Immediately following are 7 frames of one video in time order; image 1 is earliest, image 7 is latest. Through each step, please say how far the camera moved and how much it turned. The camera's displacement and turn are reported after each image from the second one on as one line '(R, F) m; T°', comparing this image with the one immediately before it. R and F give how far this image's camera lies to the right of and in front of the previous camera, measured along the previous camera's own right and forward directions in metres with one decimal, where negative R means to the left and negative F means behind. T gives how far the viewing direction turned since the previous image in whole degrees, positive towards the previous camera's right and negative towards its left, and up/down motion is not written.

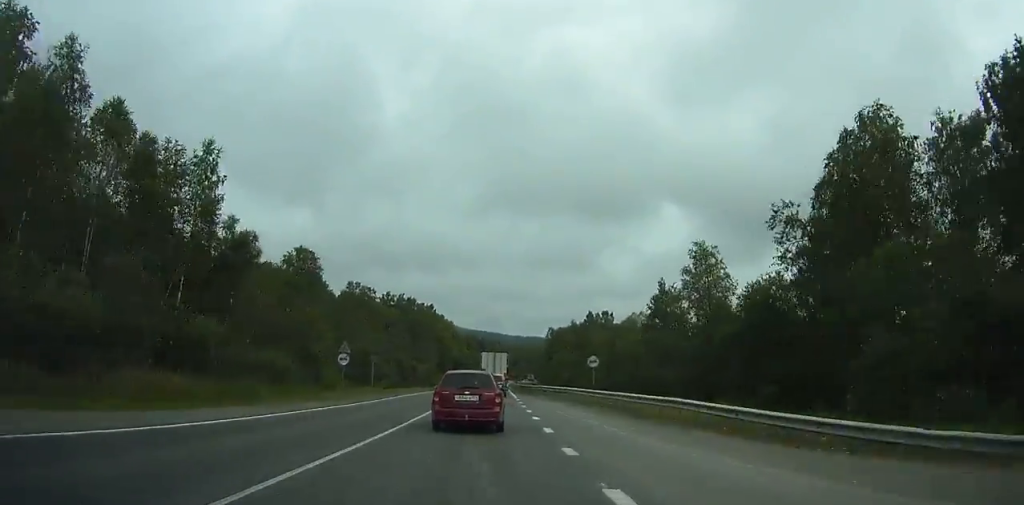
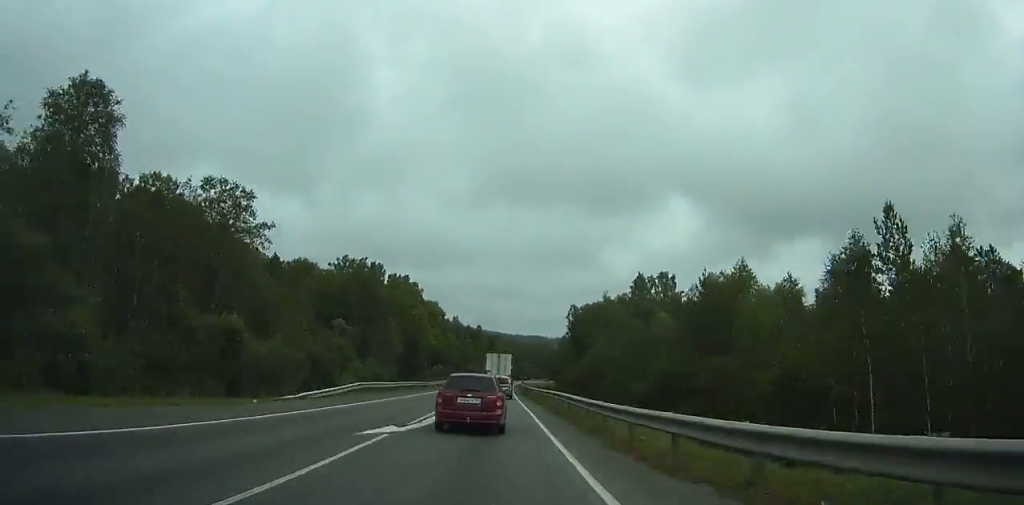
(-0.2, +52.3) m; 0°
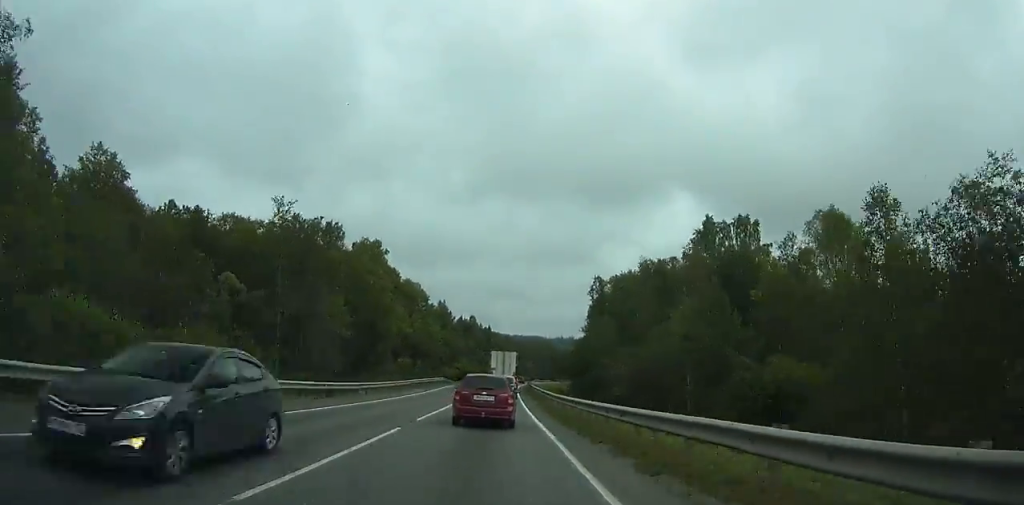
(+0.2, +33.0) m; +1°
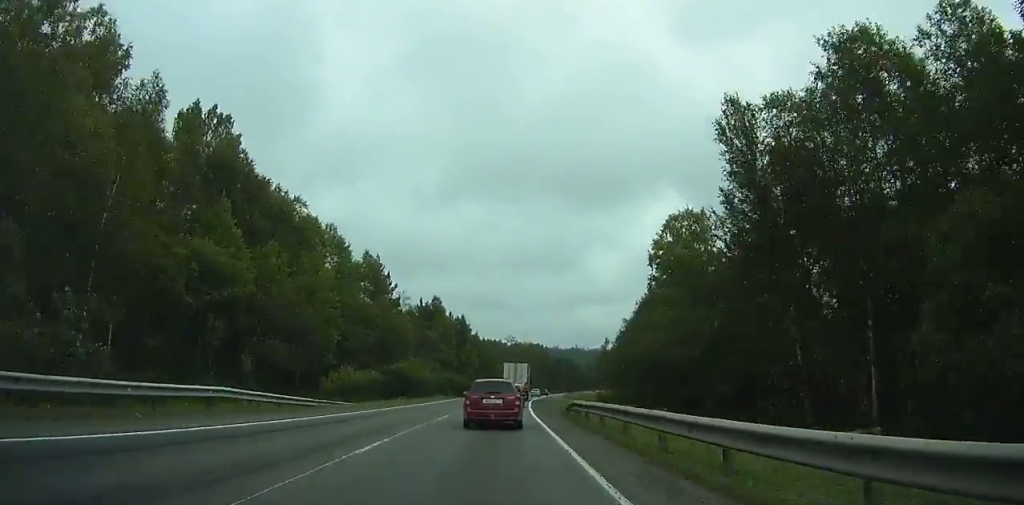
(+0.8, +59.0) m; +1°
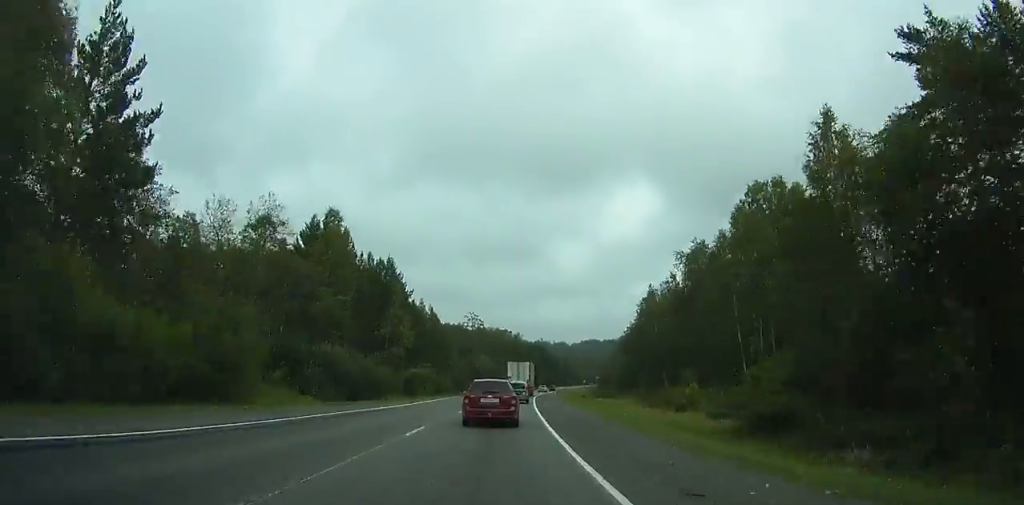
(+0.6, +53.8) m; +3°
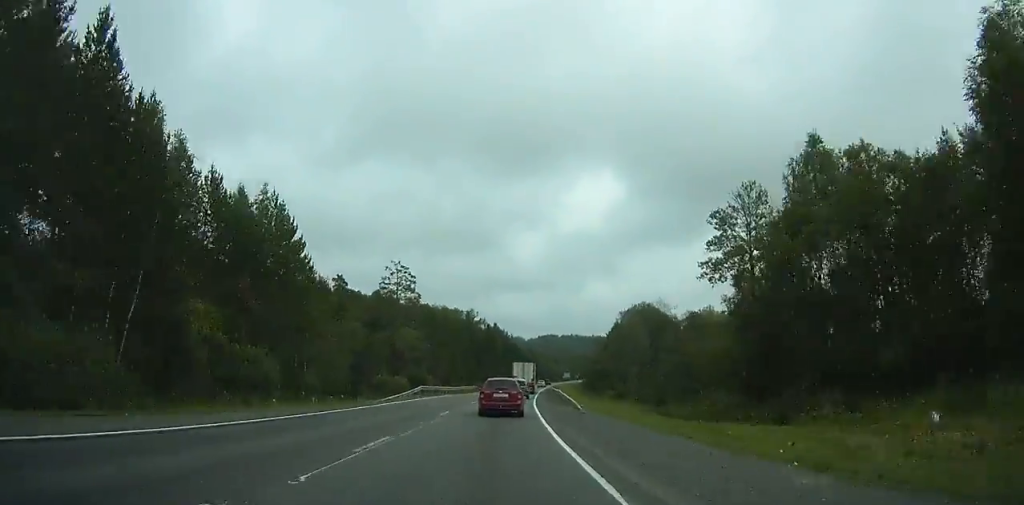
(+3.2, +63.1) m; +6°
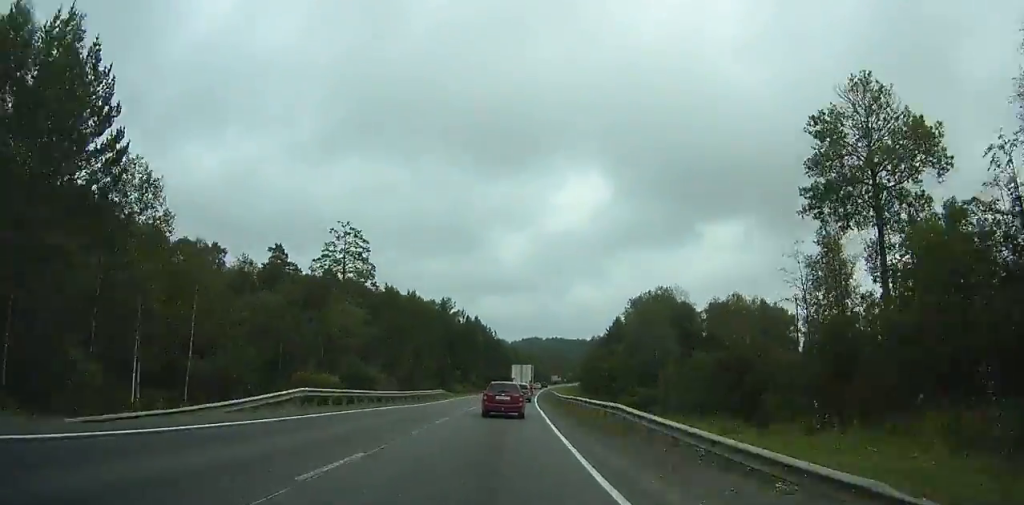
(-0.1, +25.6) m; +2°
